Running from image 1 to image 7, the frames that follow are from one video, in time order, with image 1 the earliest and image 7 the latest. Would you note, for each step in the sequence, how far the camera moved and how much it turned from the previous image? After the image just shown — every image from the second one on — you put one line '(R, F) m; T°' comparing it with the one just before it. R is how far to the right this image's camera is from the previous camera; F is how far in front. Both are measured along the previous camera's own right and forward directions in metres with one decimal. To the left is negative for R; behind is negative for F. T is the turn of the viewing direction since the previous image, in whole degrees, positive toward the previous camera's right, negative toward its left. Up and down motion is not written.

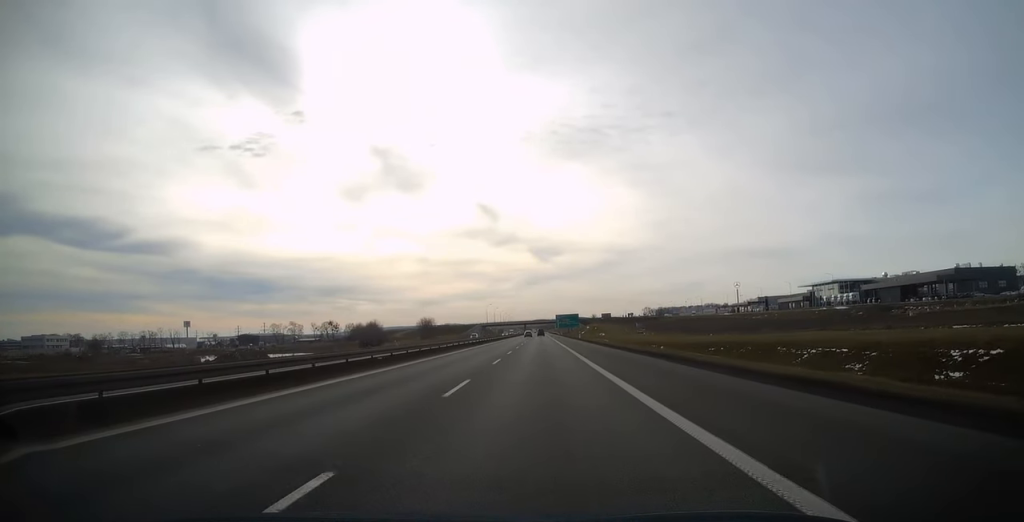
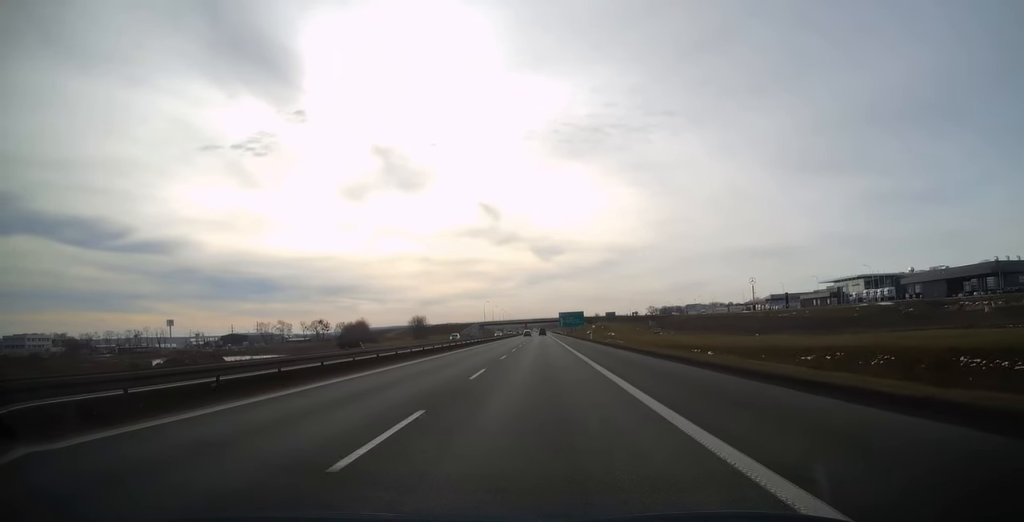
(0.0, +19.1) m; 0°
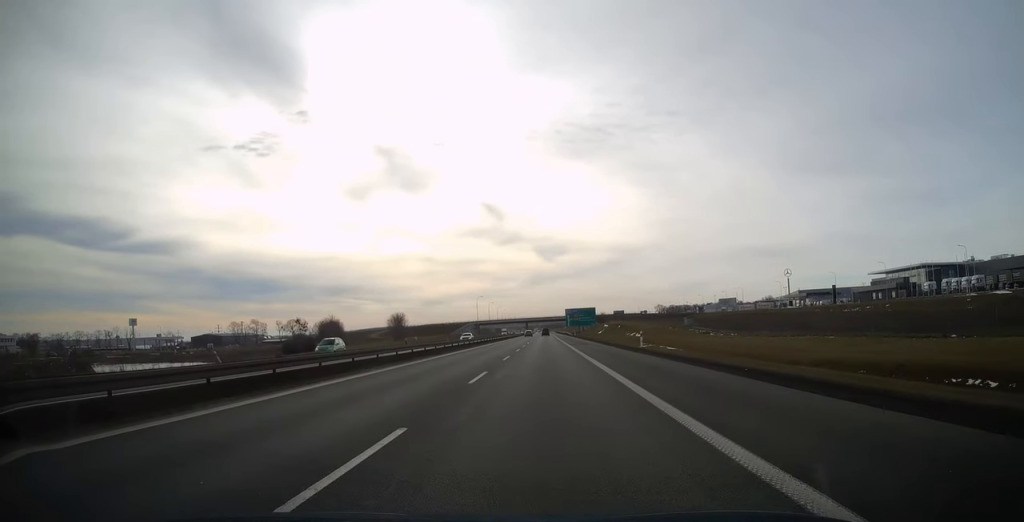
(0.0, +36.6) m; 0°
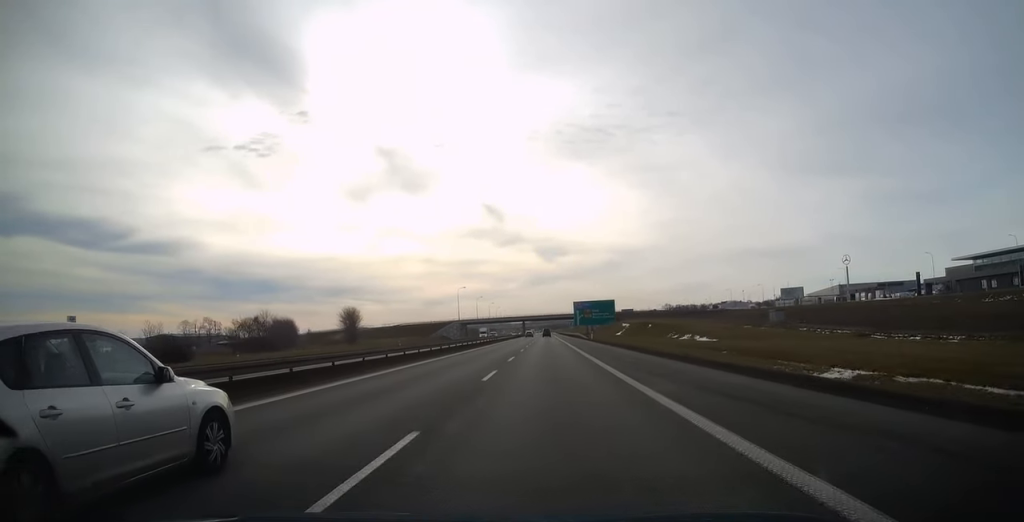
(-0.2, +47.1) m; 0°
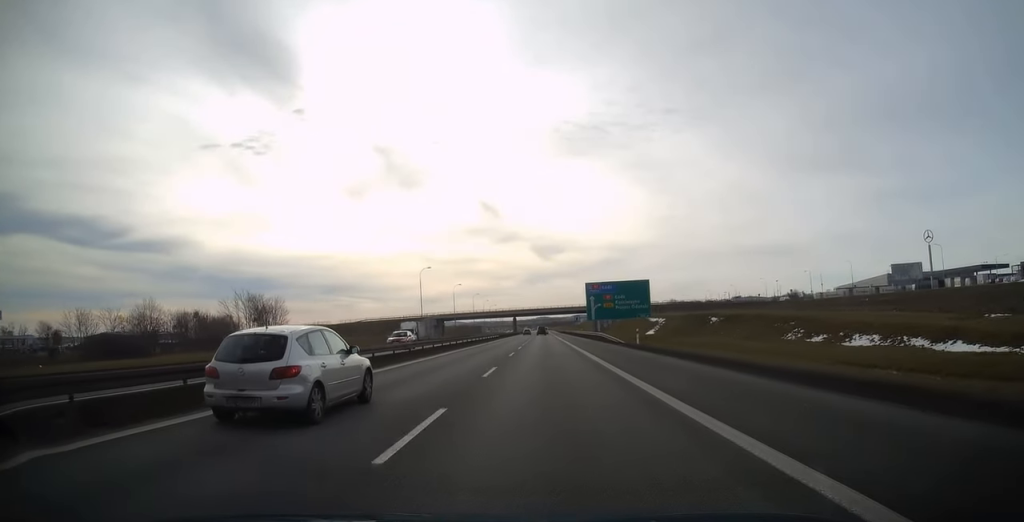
(+0.1, +46.3) m; 0°
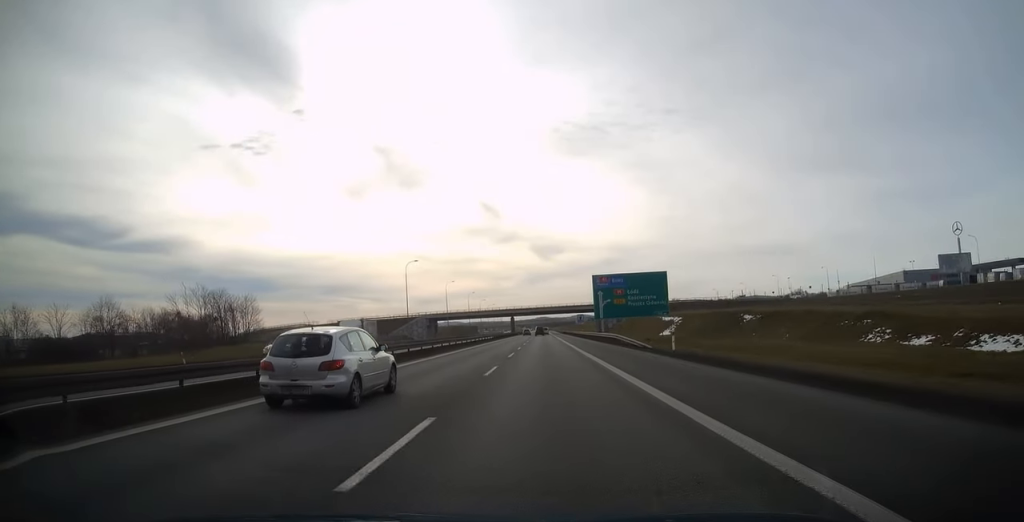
(0.0, +12.3) m; 0°
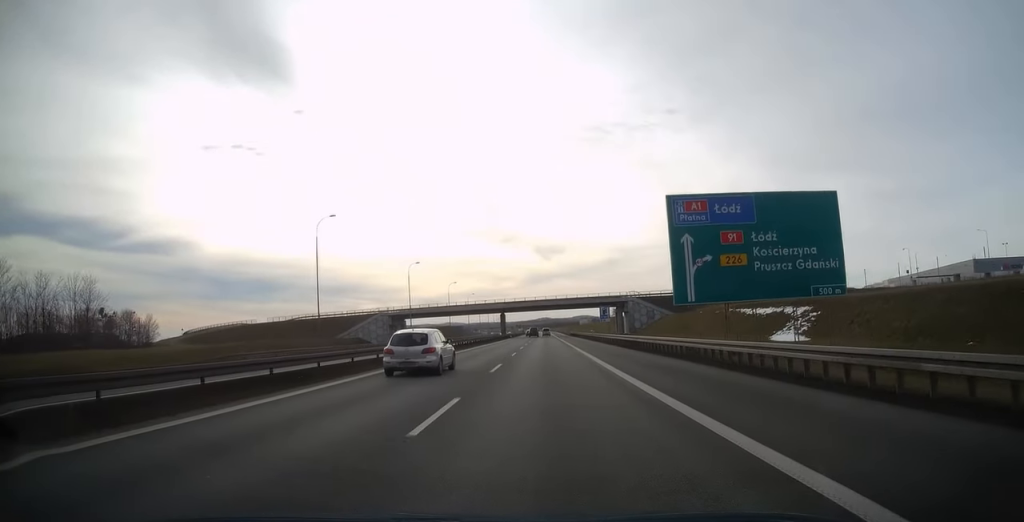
(0.0, +43.8) m; 0°
